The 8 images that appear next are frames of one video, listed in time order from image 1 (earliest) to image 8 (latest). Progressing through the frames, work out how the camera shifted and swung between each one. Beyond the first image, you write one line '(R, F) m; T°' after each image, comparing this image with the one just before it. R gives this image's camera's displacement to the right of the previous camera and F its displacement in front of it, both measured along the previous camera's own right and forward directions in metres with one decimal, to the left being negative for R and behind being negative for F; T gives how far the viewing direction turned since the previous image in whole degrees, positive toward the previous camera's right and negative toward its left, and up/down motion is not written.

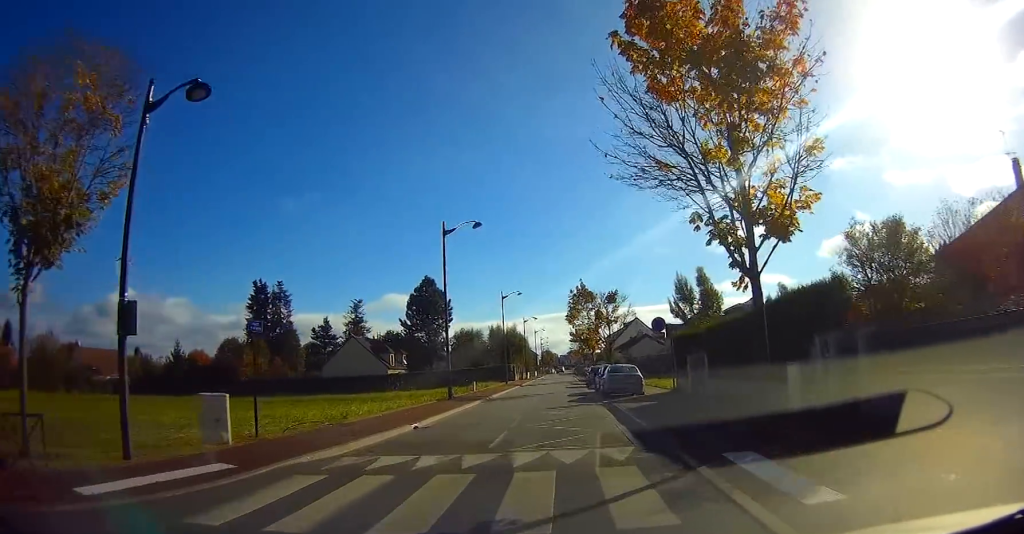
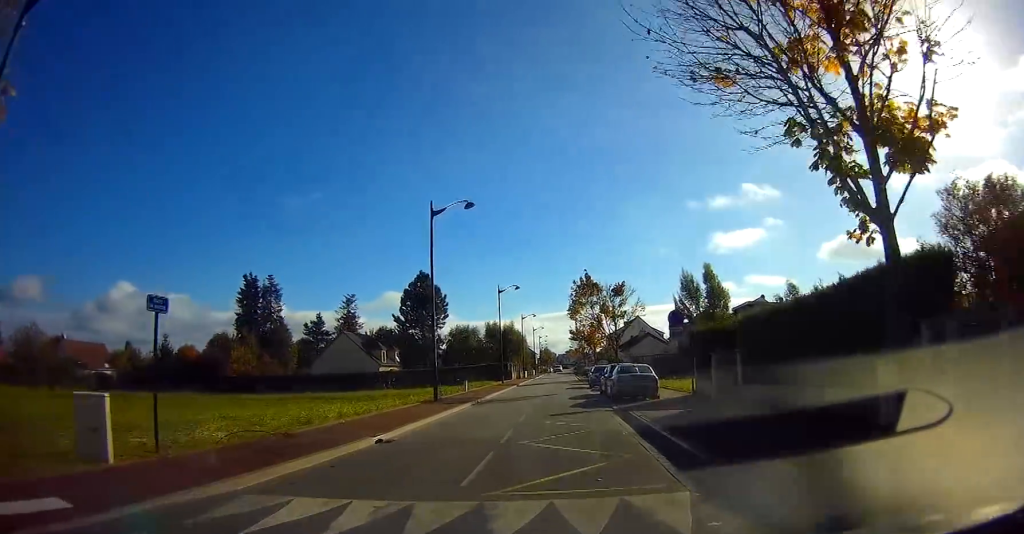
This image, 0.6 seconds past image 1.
(+0.1, +3.5) m; +2°
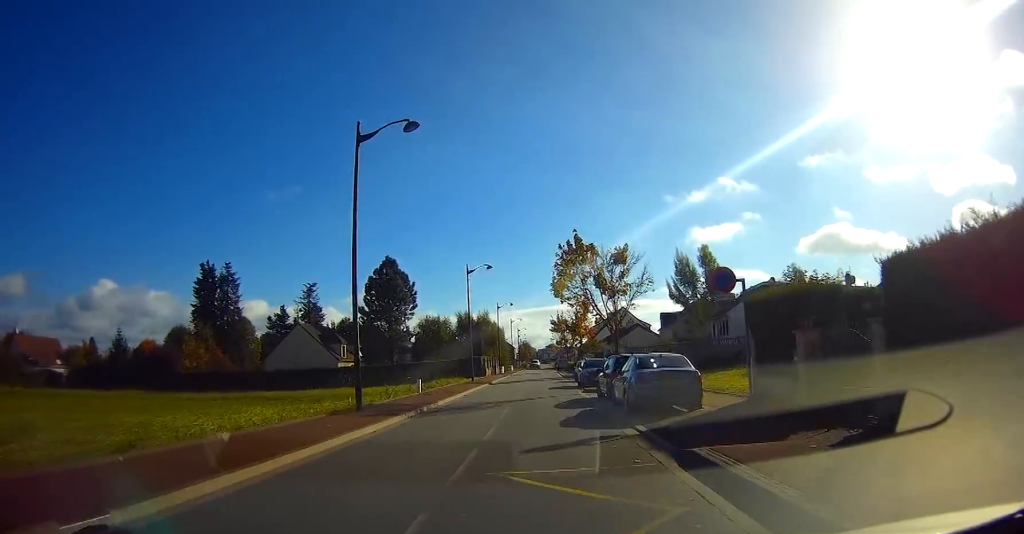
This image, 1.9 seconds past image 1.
(-0.3, +8.8) m; -4°
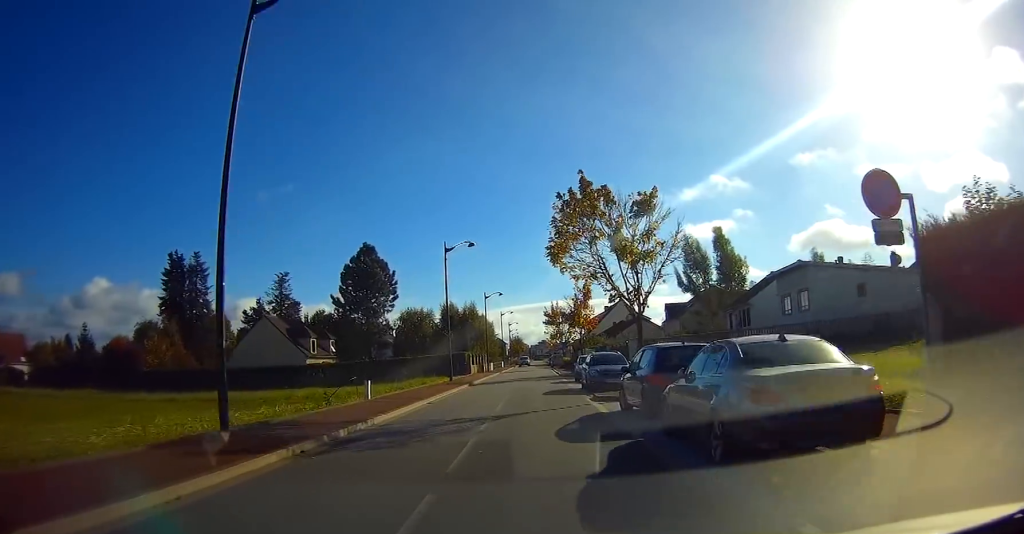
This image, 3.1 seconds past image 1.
(-0.1, +8.3) m; +1°
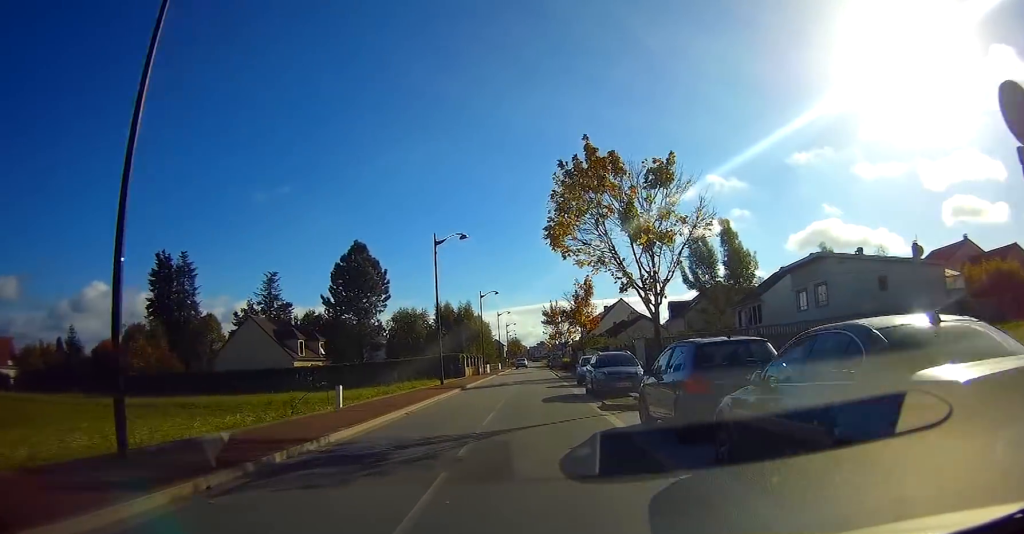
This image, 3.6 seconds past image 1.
(+0.1, +3.2) m; +2°
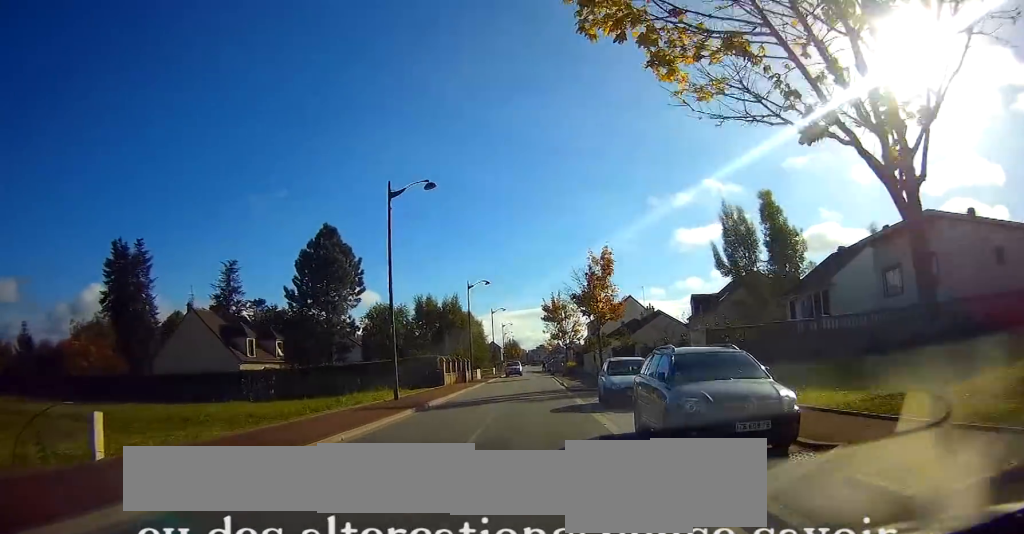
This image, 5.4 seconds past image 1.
(0.0, +12.7) m; 0°
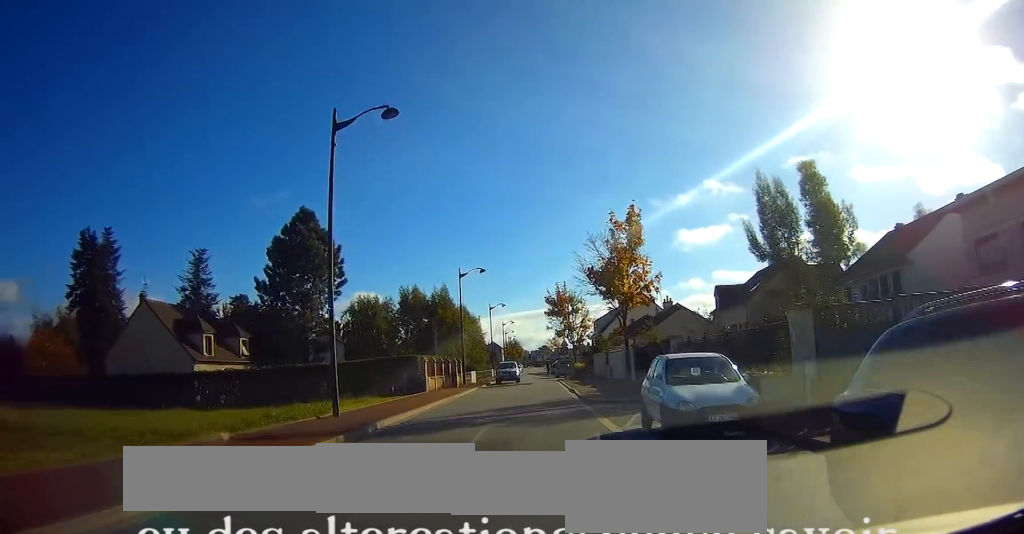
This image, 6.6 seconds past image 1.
(0.0, +8.2) m; 0°
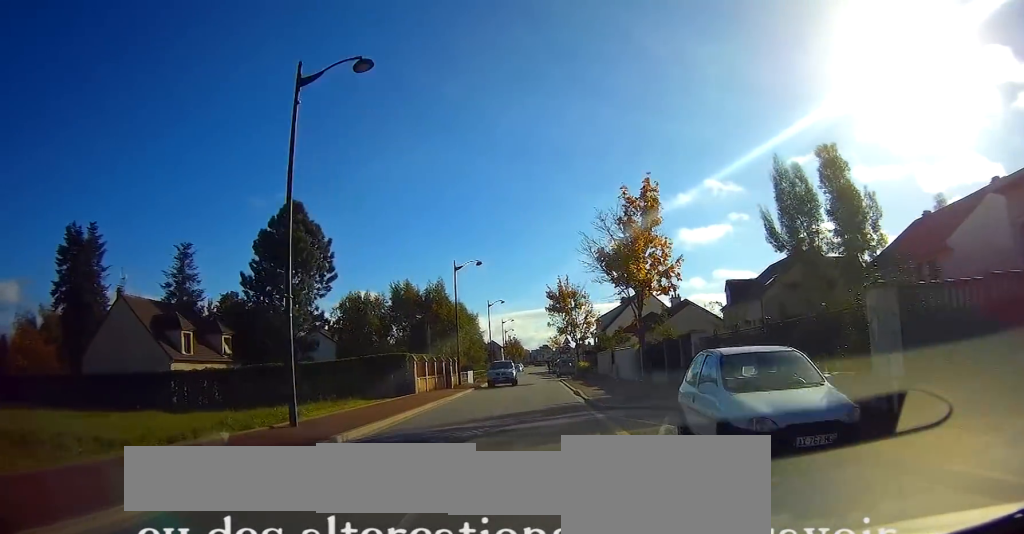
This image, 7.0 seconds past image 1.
(0.0, +3.1) m; 0°
